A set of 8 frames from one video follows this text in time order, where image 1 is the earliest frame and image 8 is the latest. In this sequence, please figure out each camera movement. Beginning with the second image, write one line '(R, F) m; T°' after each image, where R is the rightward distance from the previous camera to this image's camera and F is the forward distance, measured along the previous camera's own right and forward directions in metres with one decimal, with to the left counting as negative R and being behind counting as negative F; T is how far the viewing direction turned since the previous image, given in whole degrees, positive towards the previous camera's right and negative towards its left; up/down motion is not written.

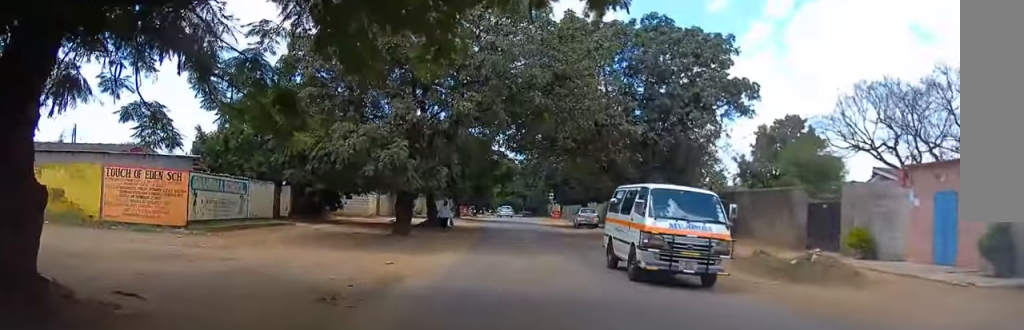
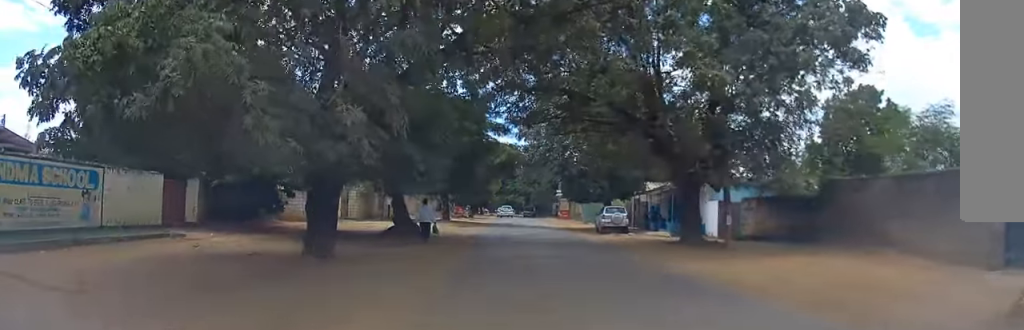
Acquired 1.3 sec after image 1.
(0.0, +12.4) m; +1°
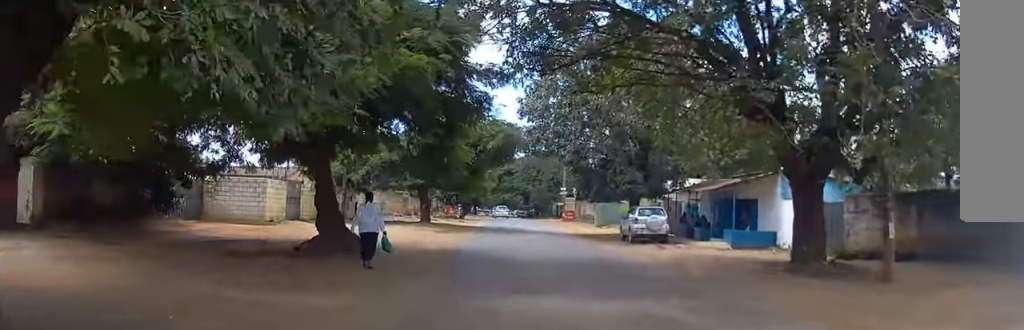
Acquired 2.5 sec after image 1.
(+0.2, +10.7) m; +1°
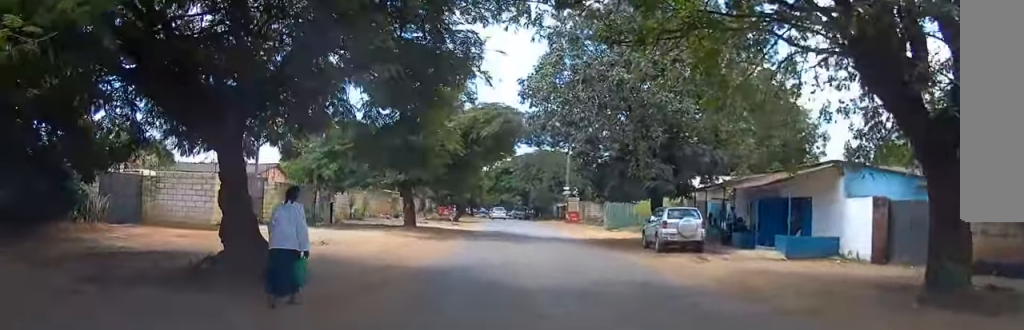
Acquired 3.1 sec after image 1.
(0.0, +5.6) m; 0°
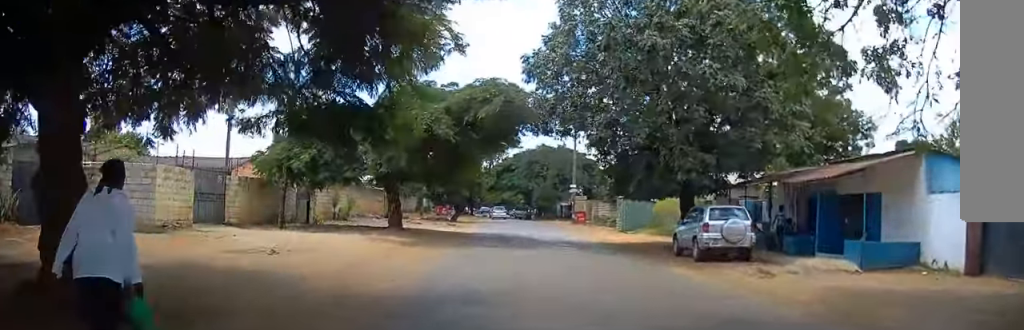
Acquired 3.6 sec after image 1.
(0.0, +4.7) m; 0°
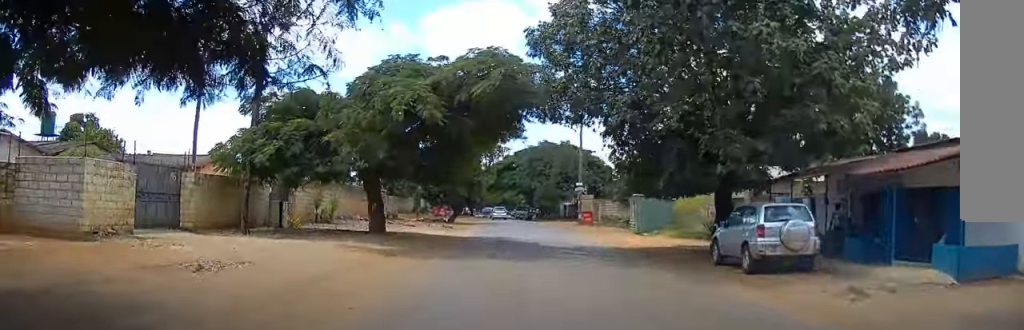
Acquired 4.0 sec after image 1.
(0.0, +4.1) m; 0°
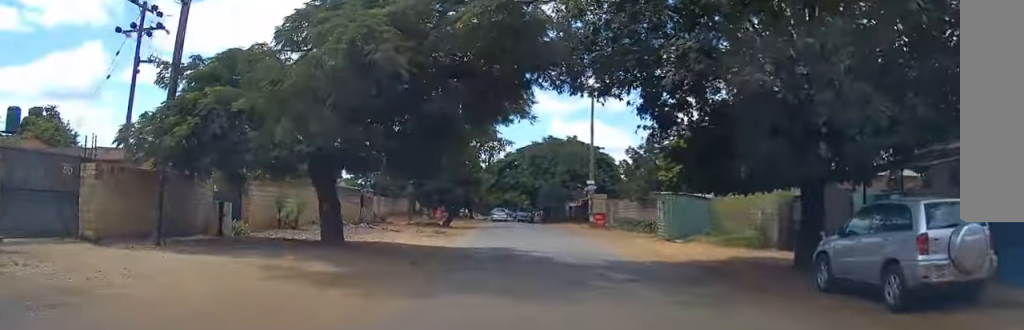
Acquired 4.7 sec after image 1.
(+0.1, +6.3) m; 0°
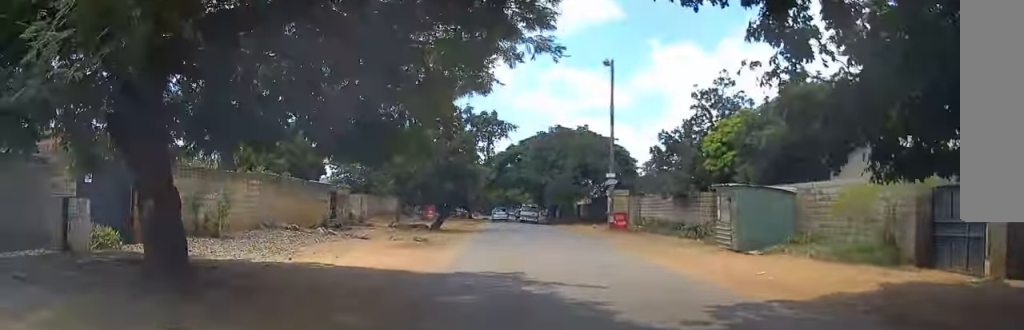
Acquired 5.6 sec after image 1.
(-0.1, +8.6) m; -1°
